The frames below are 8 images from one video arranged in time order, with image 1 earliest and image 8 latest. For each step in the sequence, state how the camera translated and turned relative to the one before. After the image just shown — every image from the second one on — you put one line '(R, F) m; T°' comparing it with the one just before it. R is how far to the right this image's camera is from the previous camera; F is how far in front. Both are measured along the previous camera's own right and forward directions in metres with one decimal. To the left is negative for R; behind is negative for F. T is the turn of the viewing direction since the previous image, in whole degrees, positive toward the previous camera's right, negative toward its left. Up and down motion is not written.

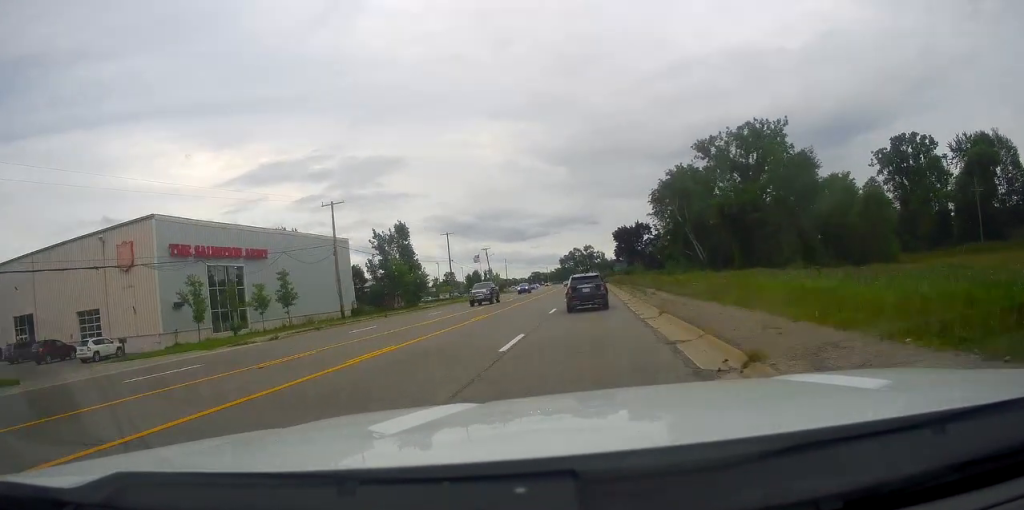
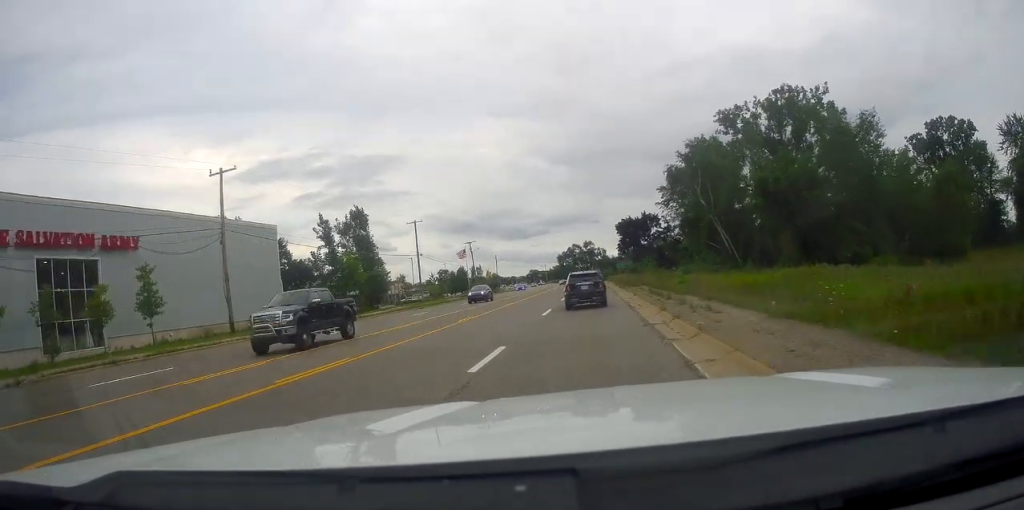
(+0.4, +18.0) m; +1°
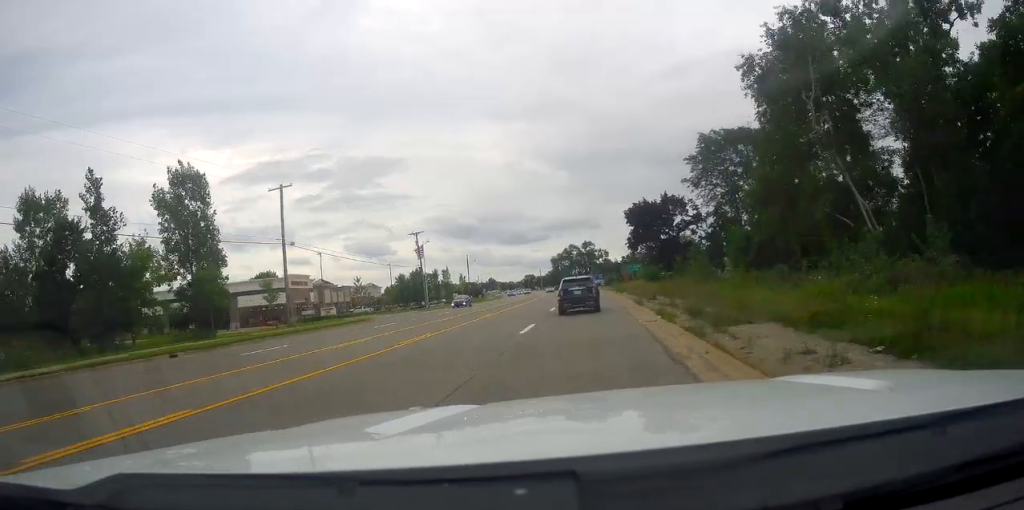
(+0.3, +36.2) m; 0°
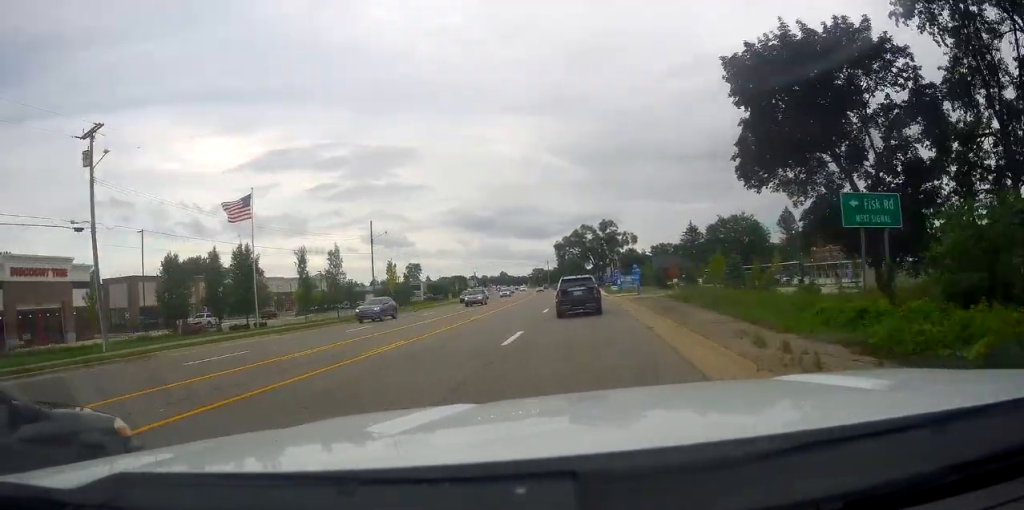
(-0.6, +62.9) m; -2°
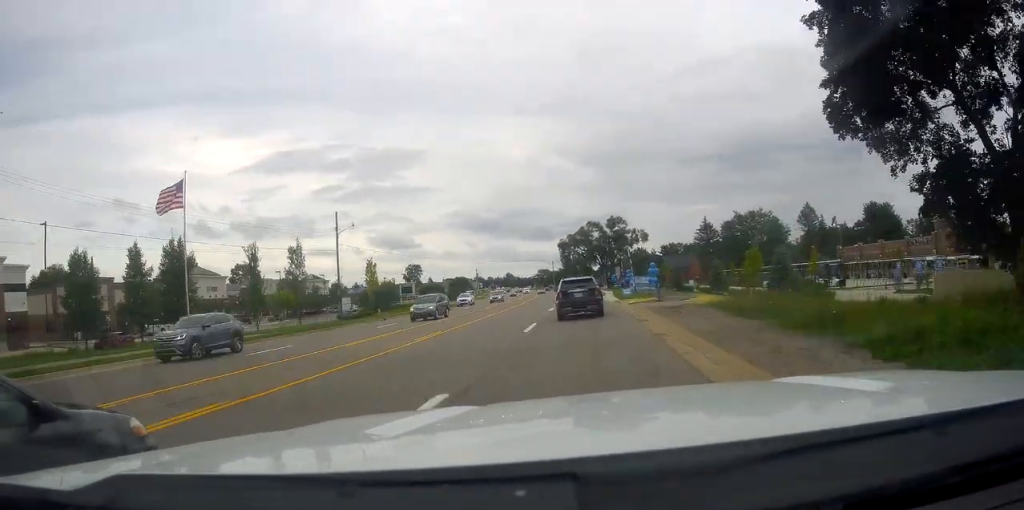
(-0.5, +10.9) m; -1°
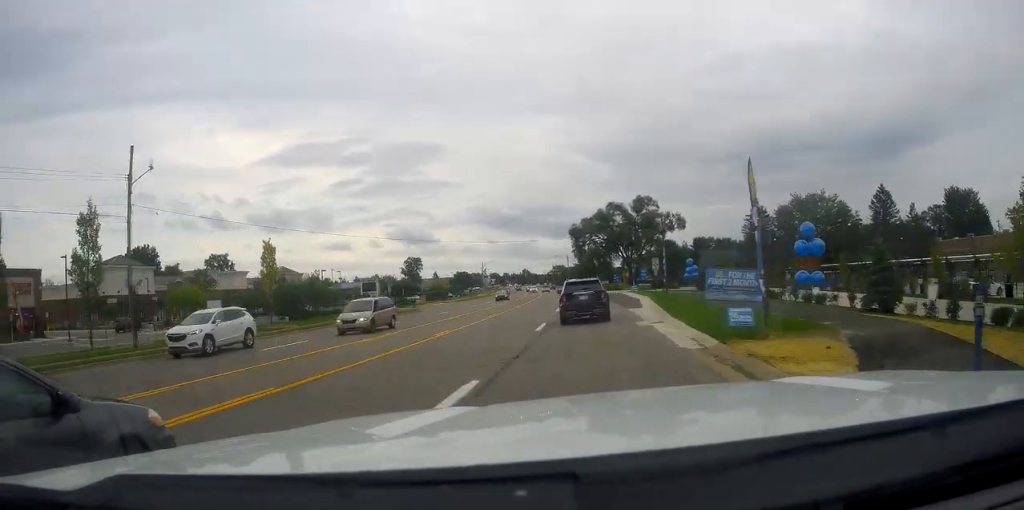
(-0.3, +30.2) m; -1°
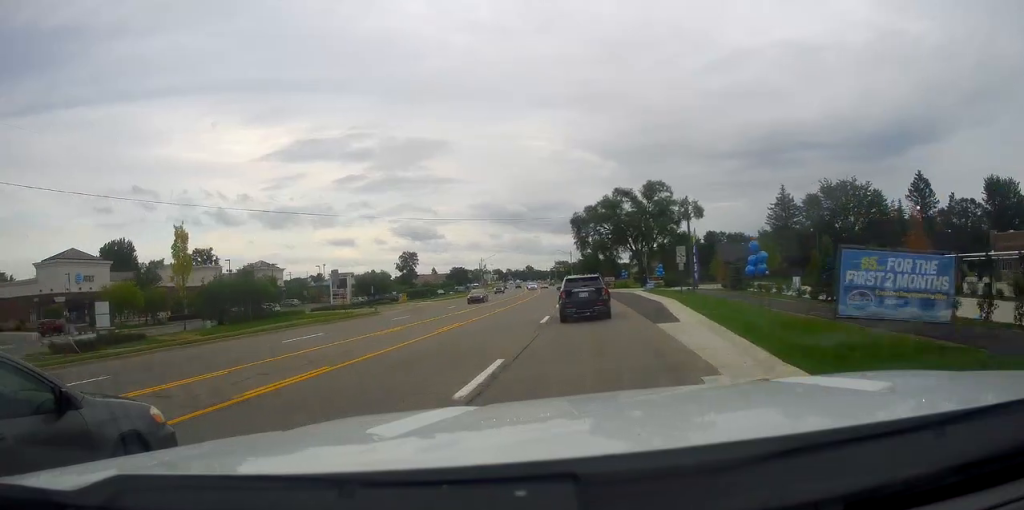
(-0.1, +13.1) m; -1°
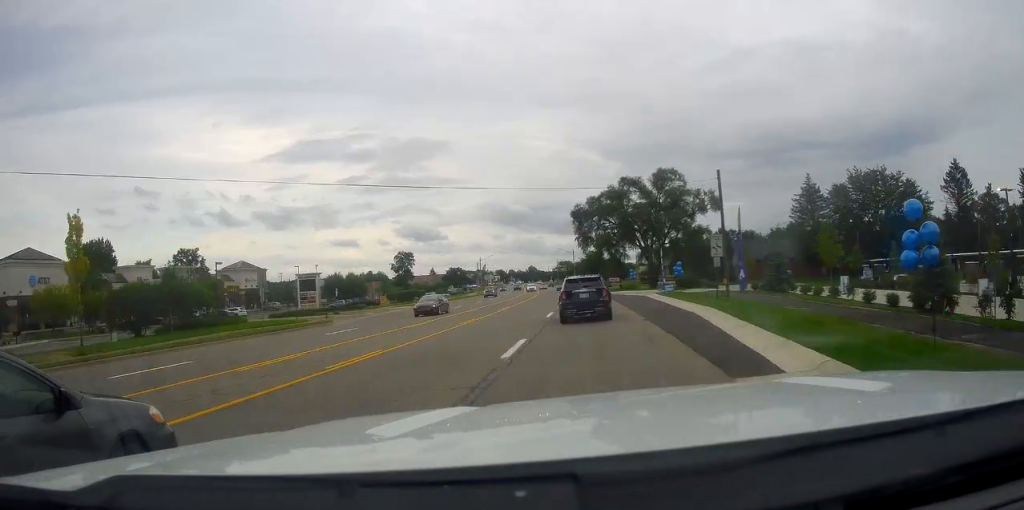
(-0.2, +10.7) m; -1°
